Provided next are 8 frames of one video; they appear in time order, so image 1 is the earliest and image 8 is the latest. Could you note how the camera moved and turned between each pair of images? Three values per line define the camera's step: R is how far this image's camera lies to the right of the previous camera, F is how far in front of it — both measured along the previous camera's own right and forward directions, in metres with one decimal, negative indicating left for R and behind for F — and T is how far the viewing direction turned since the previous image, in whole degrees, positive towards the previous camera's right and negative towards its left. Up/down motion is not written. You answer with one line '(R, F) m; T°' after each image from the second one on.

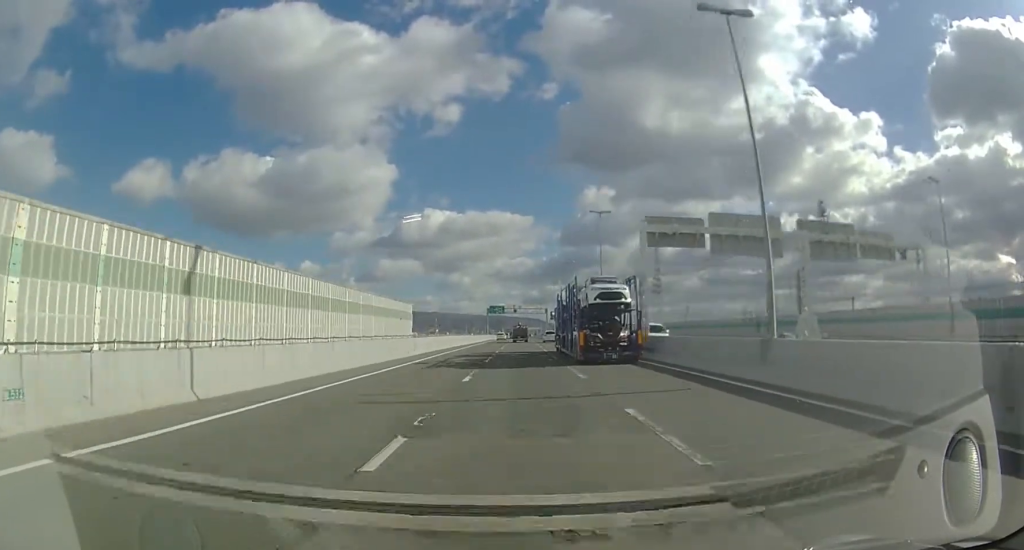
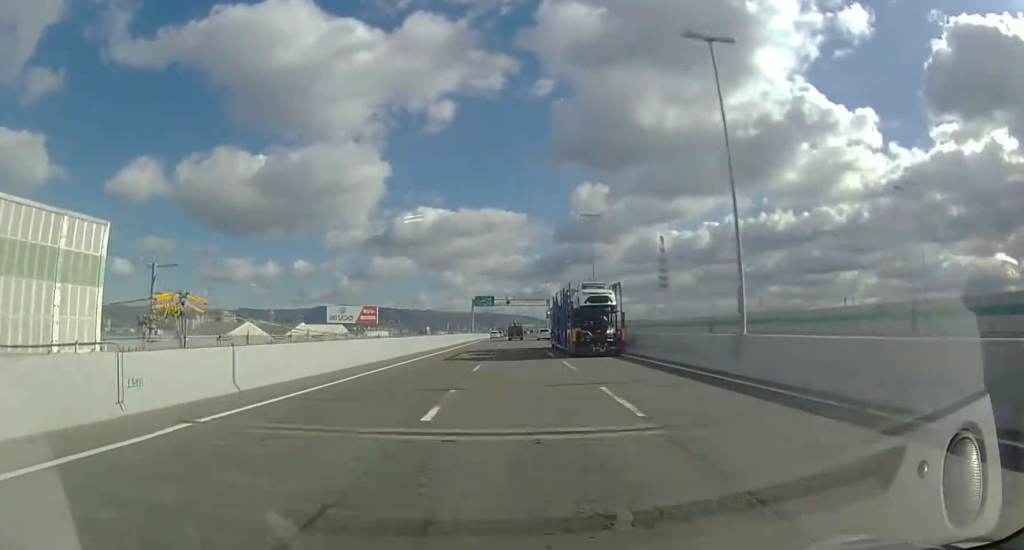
(+0.1, +26.9) m; +1°
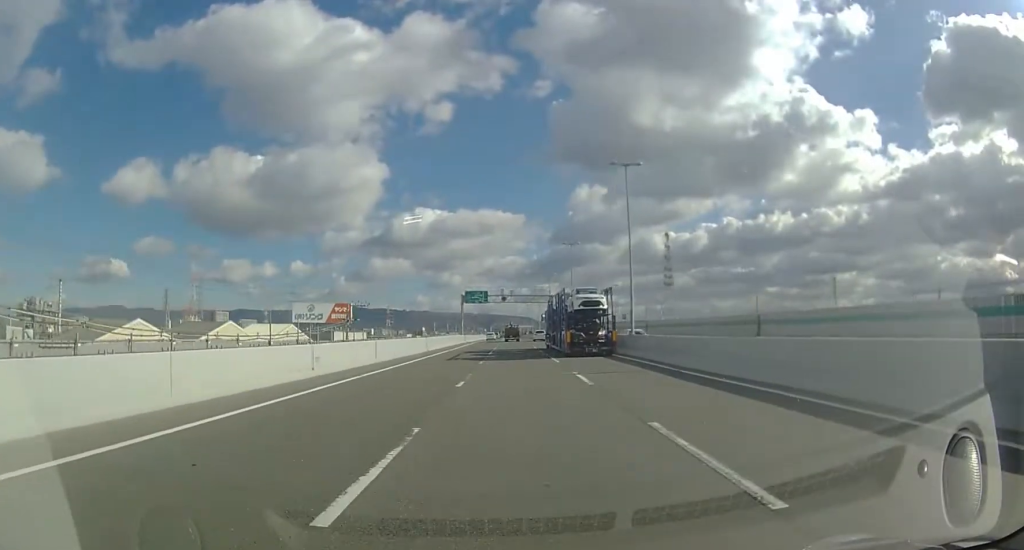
(0.0, +14.6) m; 0°
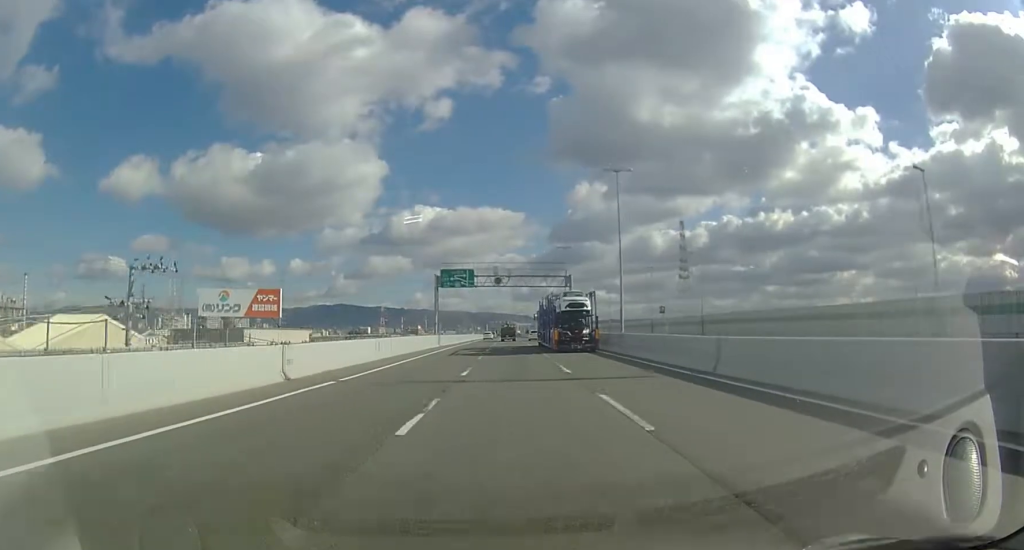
(+0.1, +26.7) m; +1°
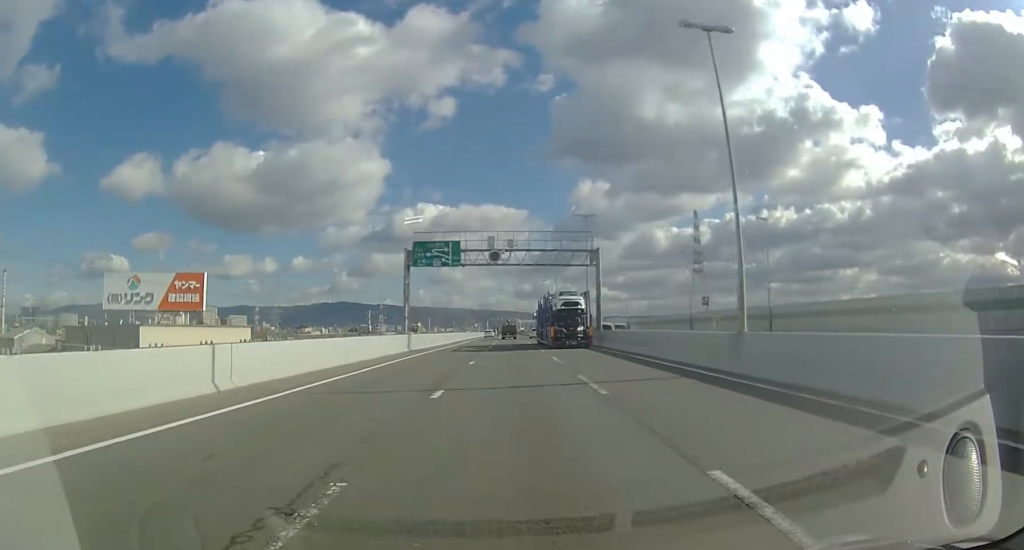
(+0.1, +16.2) m; 0°
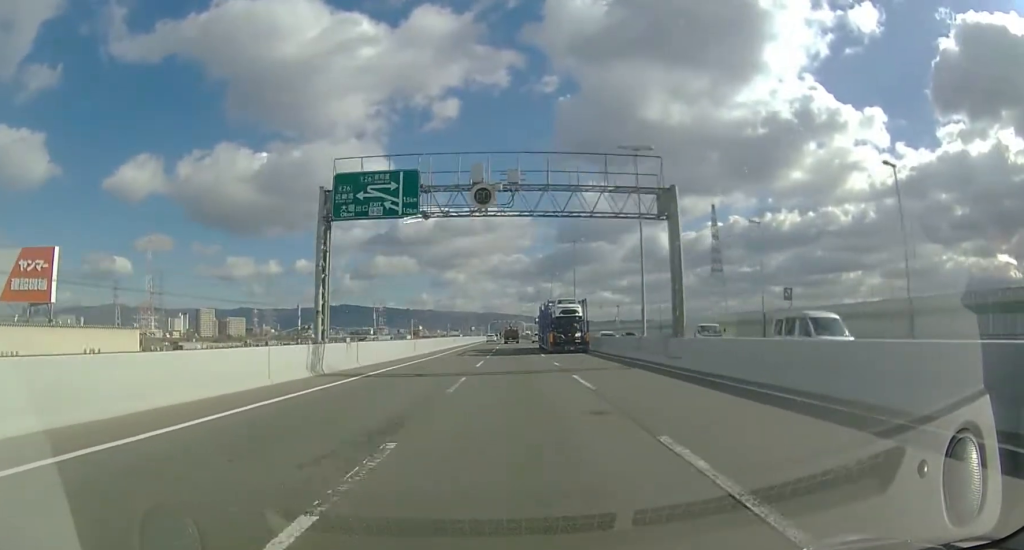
(-0.1, +17.7) m; 0°
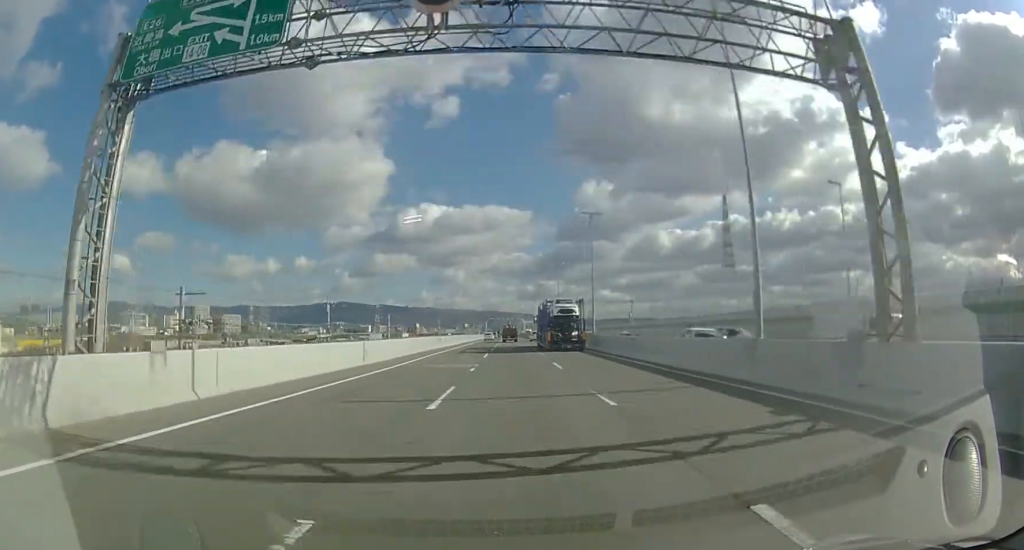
(0.0, +13.0) m; 0°
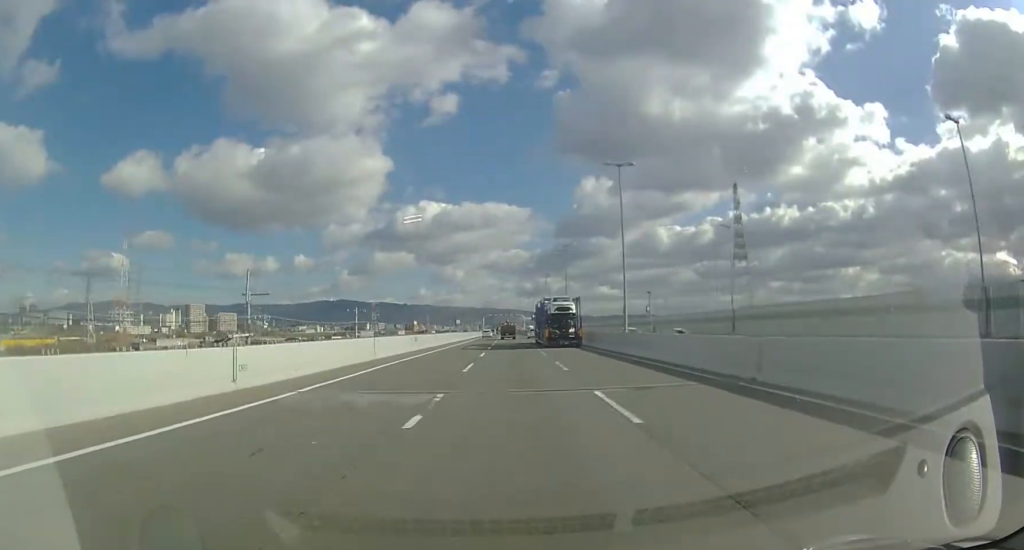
(0.0, +11.6) m; 0°
